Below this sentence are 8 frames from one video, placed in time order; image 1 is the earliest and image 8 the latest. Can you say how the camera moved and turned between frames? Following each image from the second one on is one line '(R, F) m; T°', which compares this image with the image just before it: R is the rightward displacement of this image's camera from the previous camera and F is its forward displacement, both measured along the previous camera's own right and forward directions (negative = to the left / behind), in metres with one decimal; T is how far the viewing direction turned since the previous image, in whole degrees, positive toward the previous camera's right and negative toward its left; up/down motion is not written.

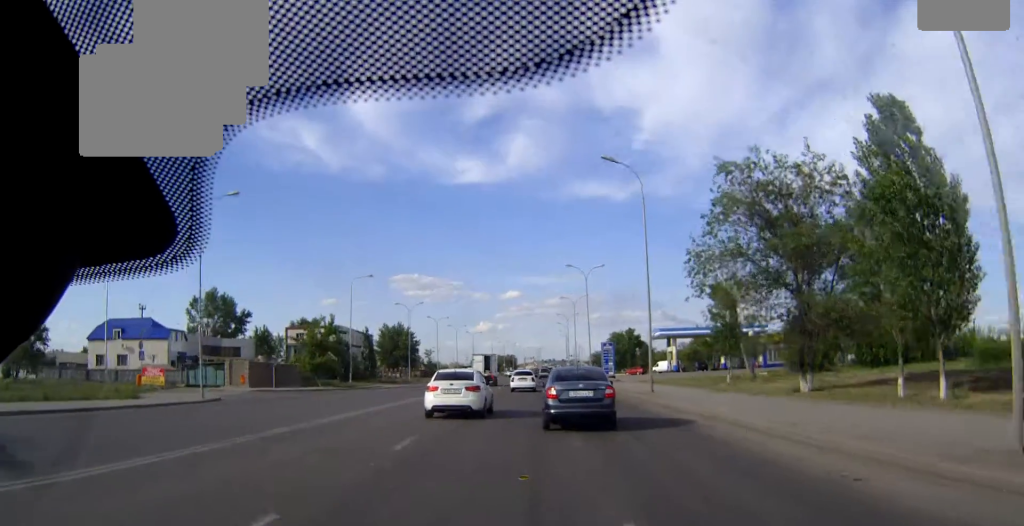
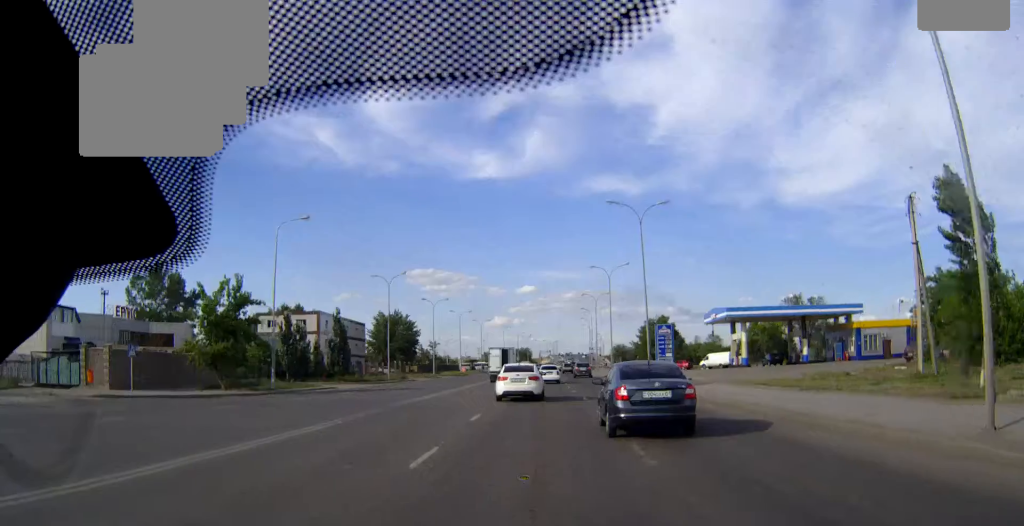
(-0.4, +26.7) m; -1°
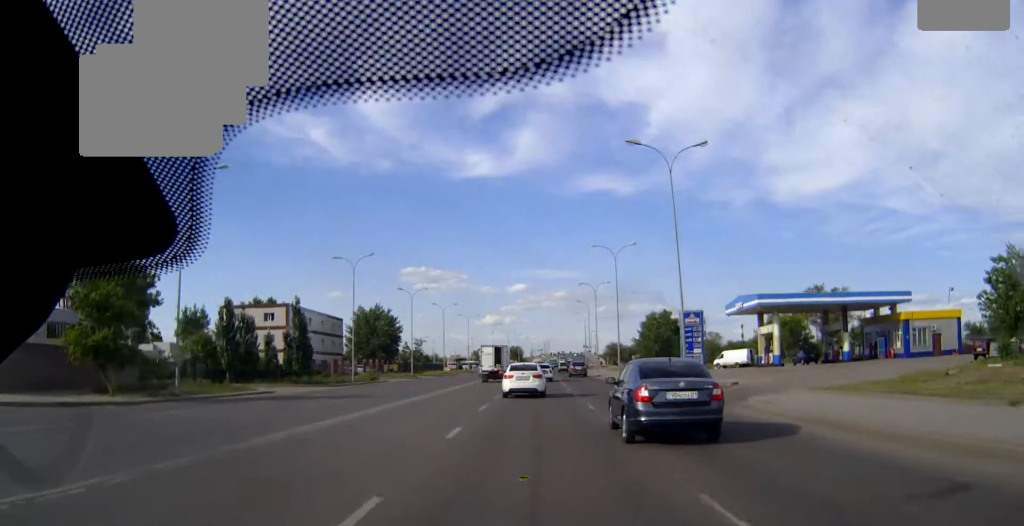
(0.0, +12.6) m; 0°
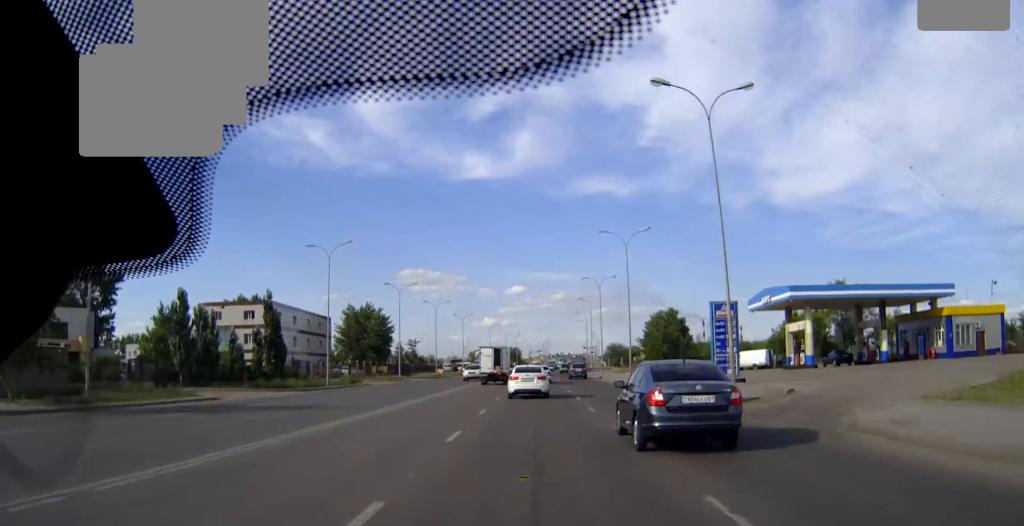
(0.0, +8.2) m; 0°
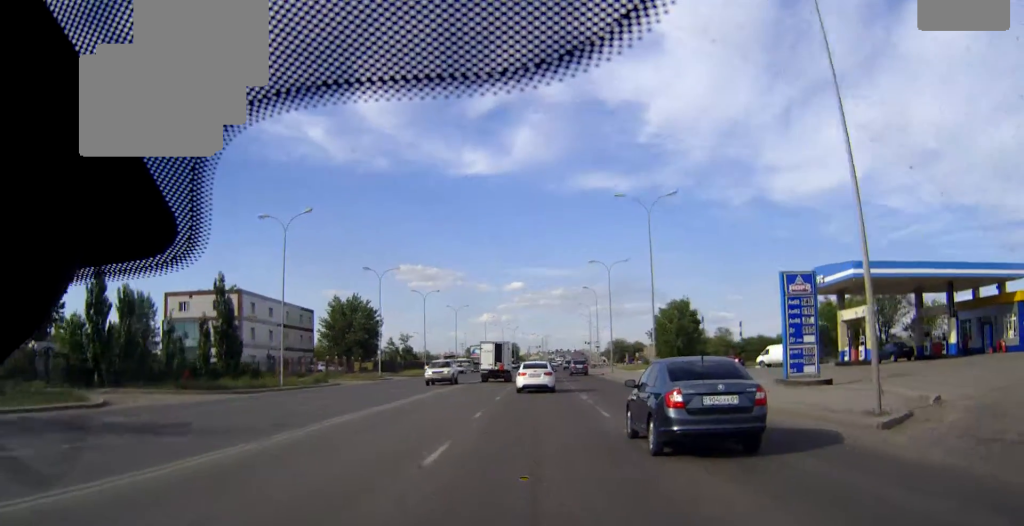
(0.0, +11.3) m; 0°
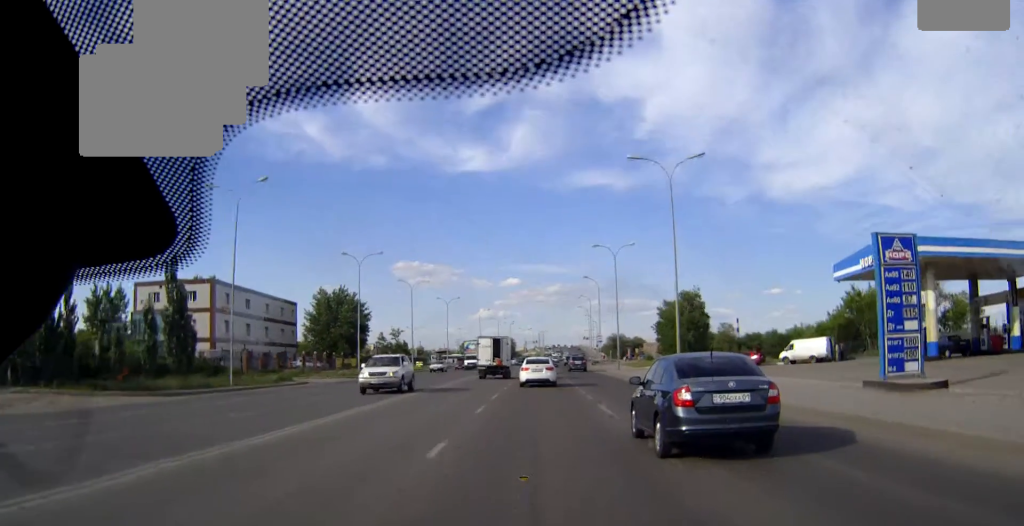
(0.0, +8.5) m; 0°
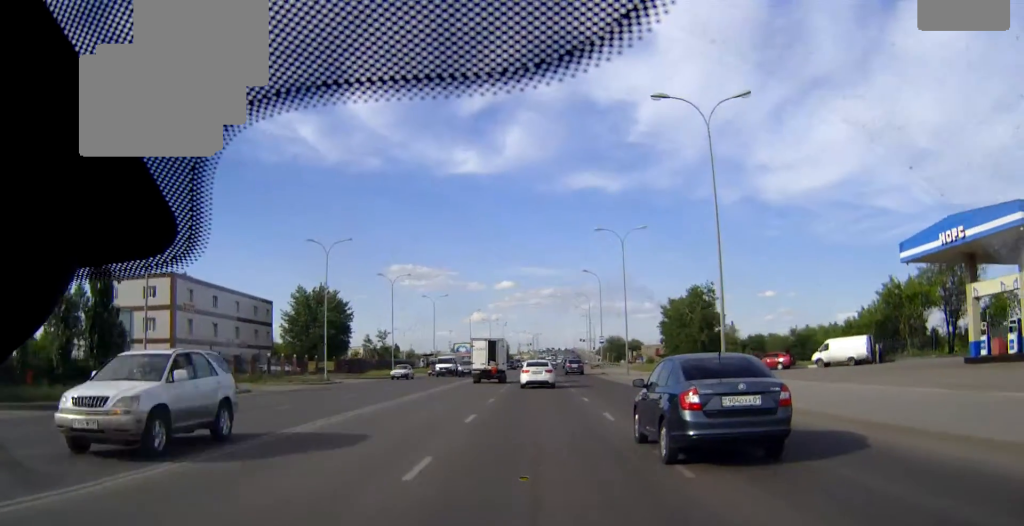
(0.0, +10.0) m; 0°
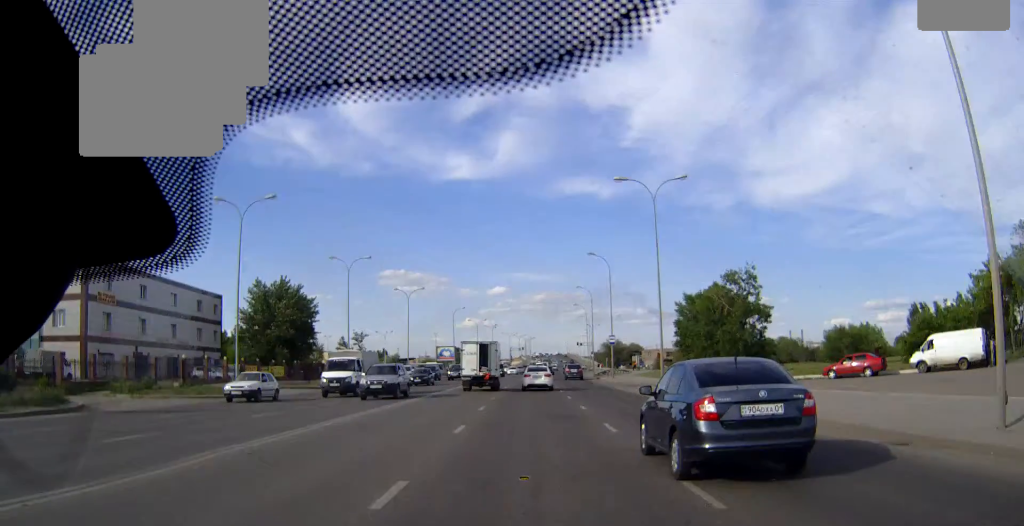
(+0.1, +18.5) m; +1°
